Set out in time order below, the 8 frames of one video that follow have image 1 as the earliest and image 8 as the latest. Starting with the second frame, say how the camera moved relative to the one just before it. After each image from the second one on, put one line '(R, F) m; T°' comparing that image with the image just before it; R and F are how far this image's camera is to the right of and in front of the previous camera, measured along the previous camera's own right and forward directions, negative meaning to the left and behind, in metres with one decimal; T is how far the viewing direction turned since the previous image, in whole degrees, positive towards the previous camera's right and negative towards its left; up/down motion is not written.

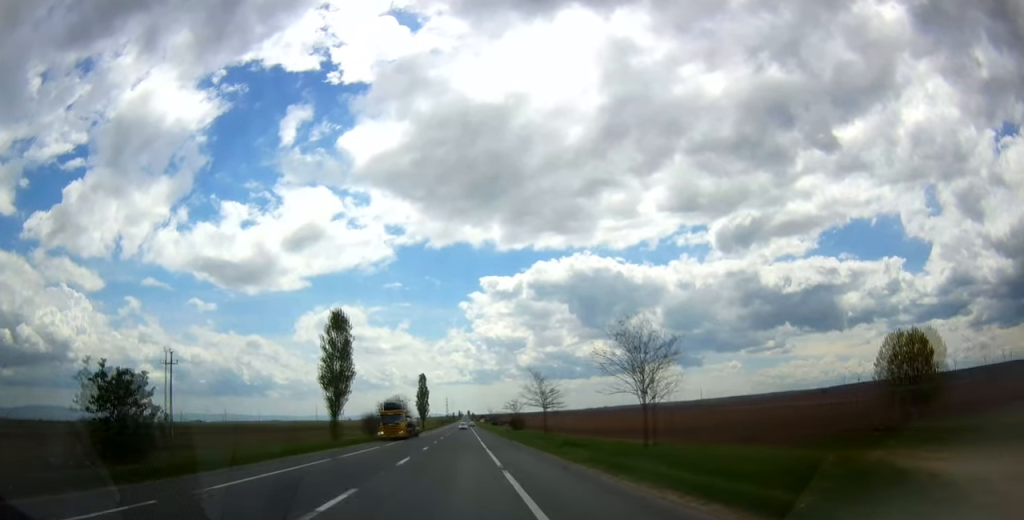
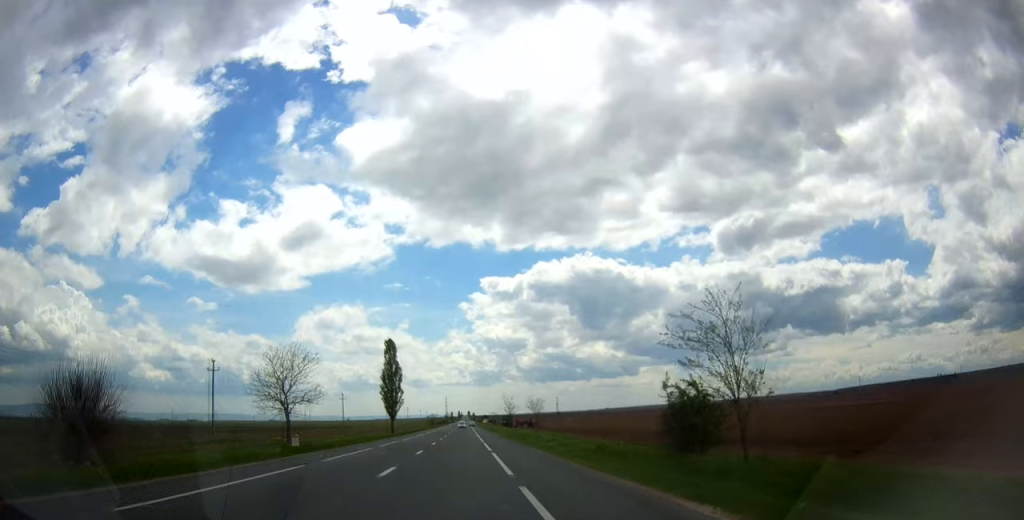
(-0.4, +63.0) m; 0°
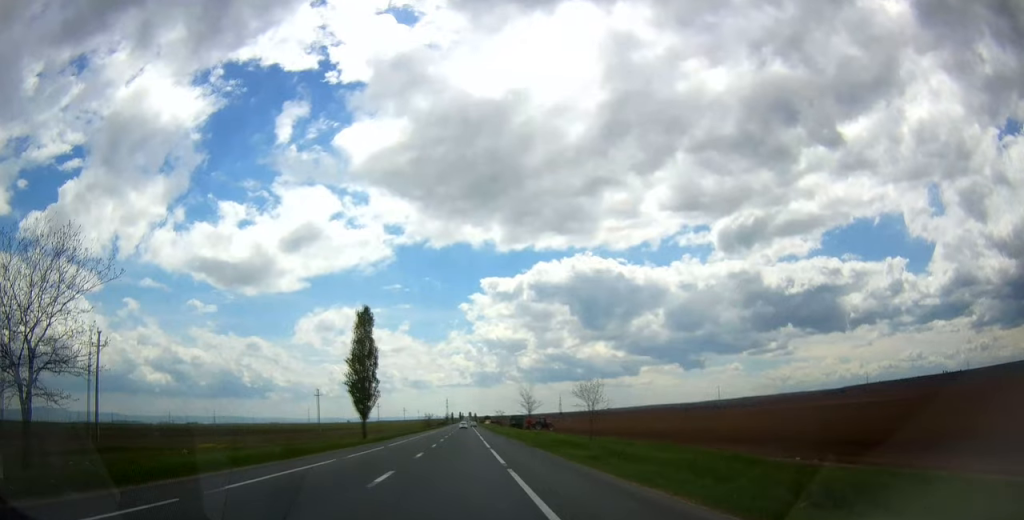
(+0.1, +24.6) m; +1°
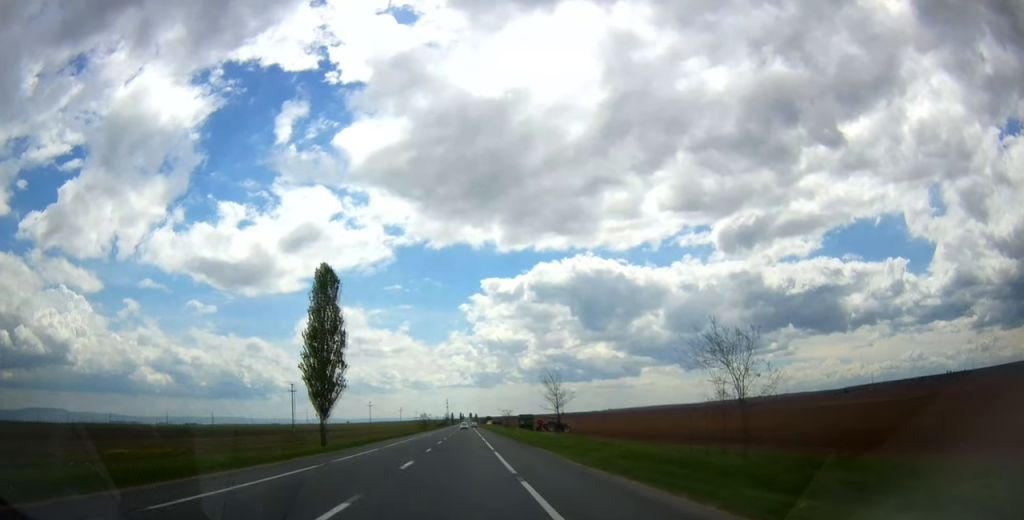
(0.0, +17.7) m; 0°
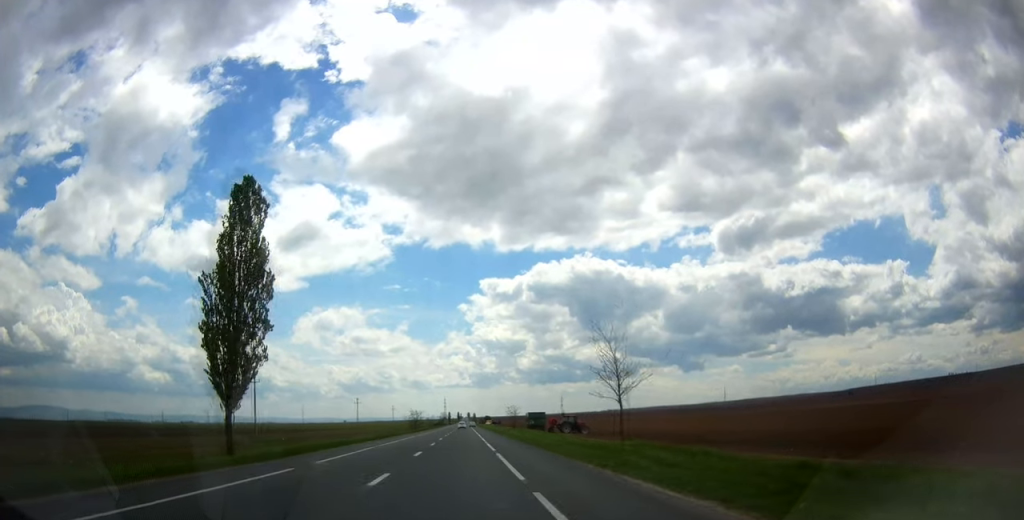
(+0.3, +18.0) m; 0°
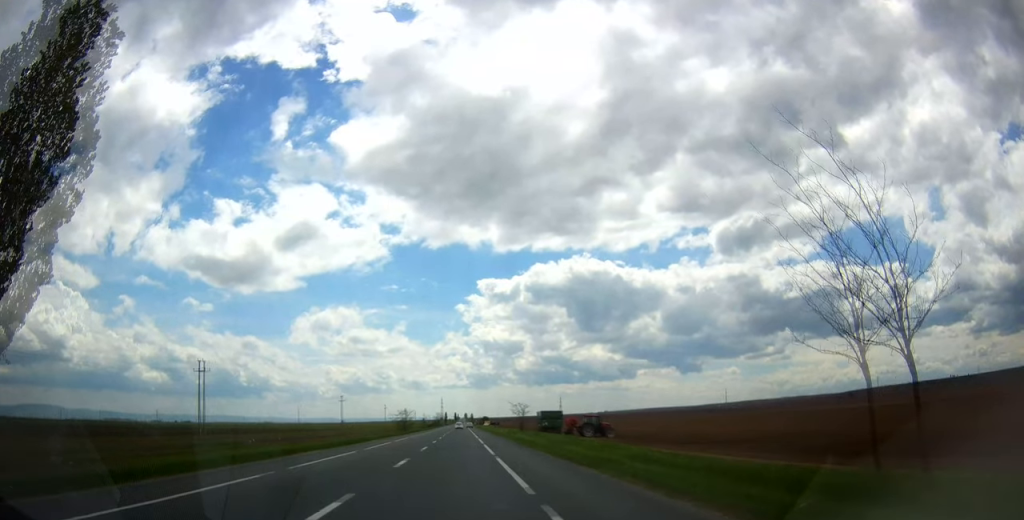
(0.0, +16.8) m; 0°
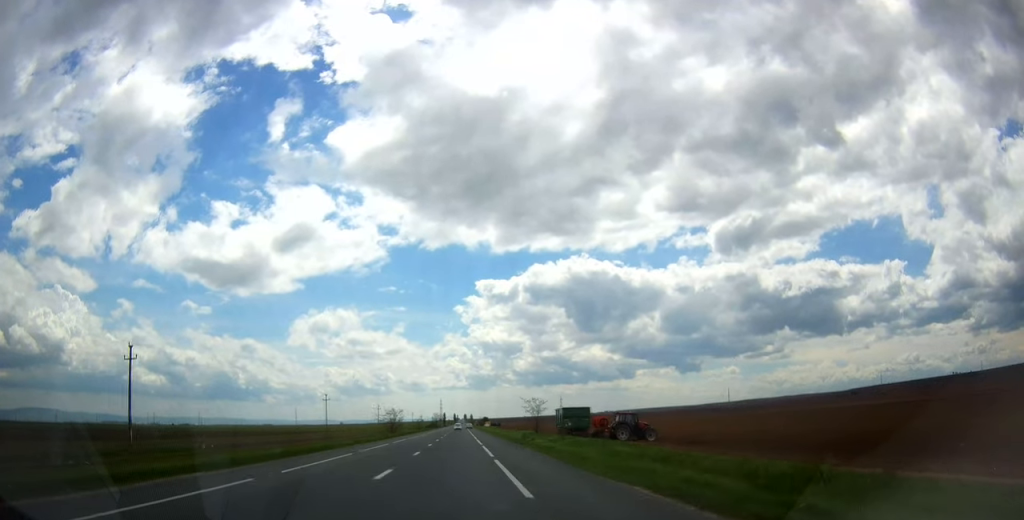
(-0.2, +15.7) m; 0°
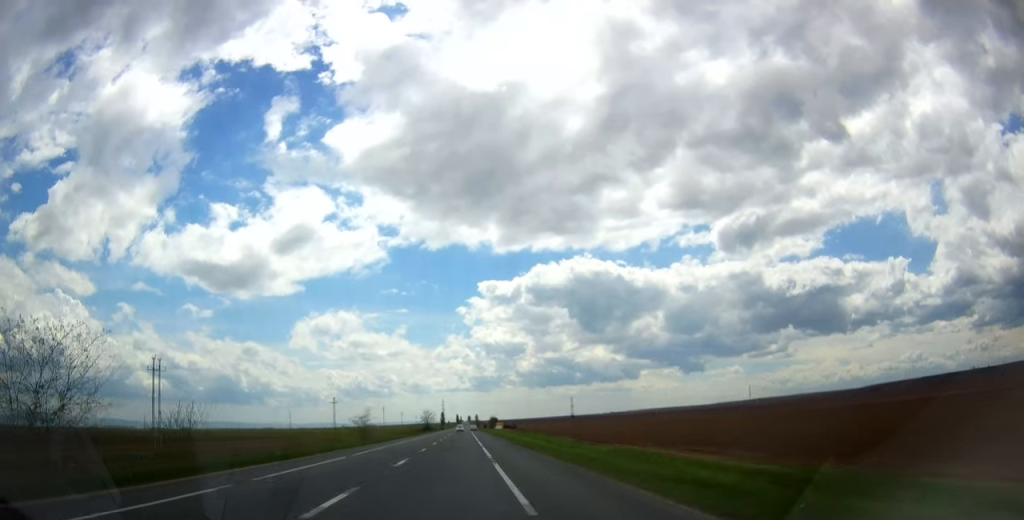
(+0.1, +75.8) m; 0°
